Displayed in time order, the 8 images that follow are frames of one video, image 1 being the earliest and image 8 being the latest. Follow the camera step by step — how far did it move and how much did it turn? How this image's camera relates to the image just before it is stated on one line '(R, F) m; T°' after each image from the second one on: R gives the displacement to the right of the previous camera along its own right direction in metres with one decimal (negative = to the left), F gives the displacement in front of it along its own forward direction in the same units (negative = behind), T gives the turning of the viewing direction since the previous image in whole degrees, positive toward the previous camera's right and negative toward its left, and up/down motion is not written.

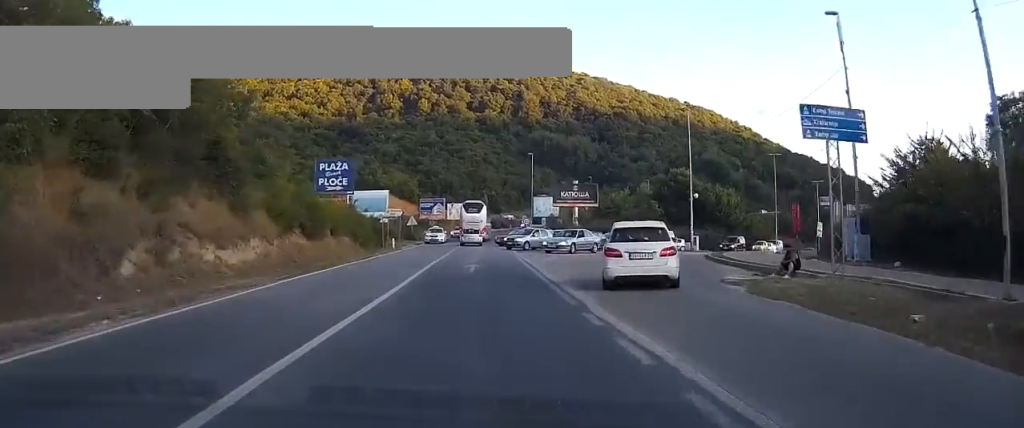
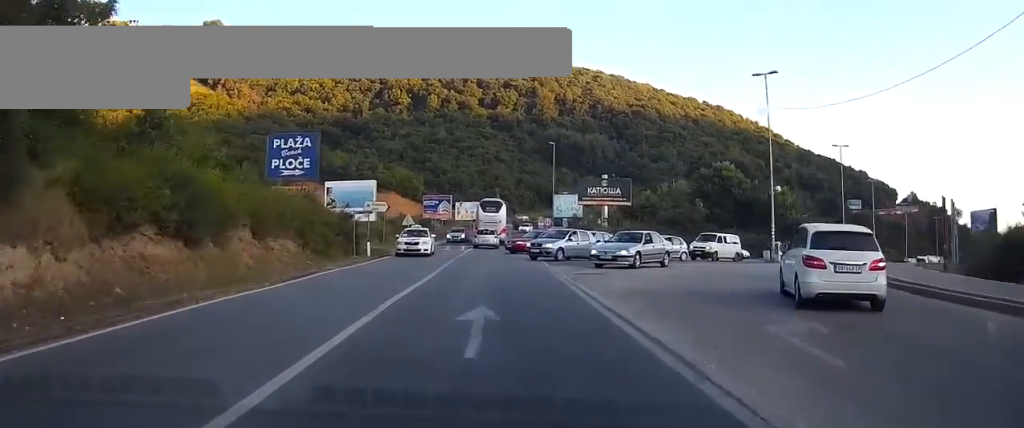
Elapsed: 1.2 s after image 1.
(0.0, +15.1) m; 0°
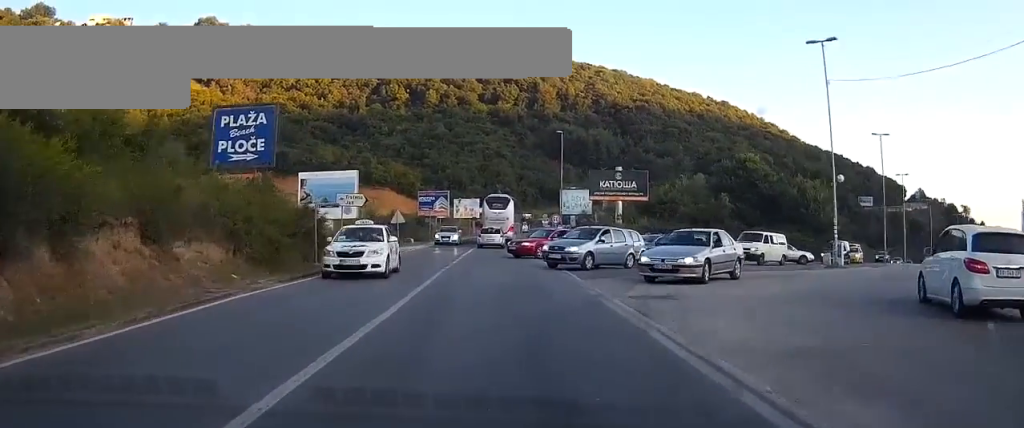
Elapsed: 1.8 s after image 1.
(0.0, +8.5) m; 0°
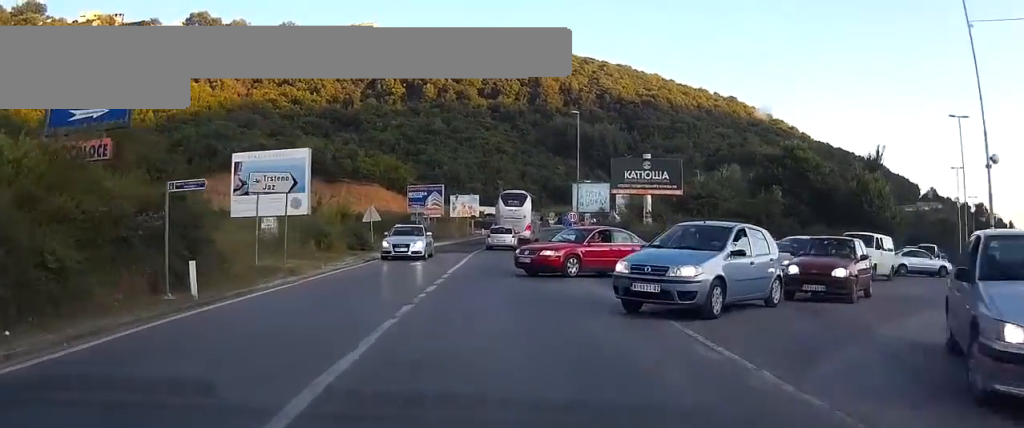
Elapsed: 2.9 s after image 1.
(-0.1, +13.3) m; 0°
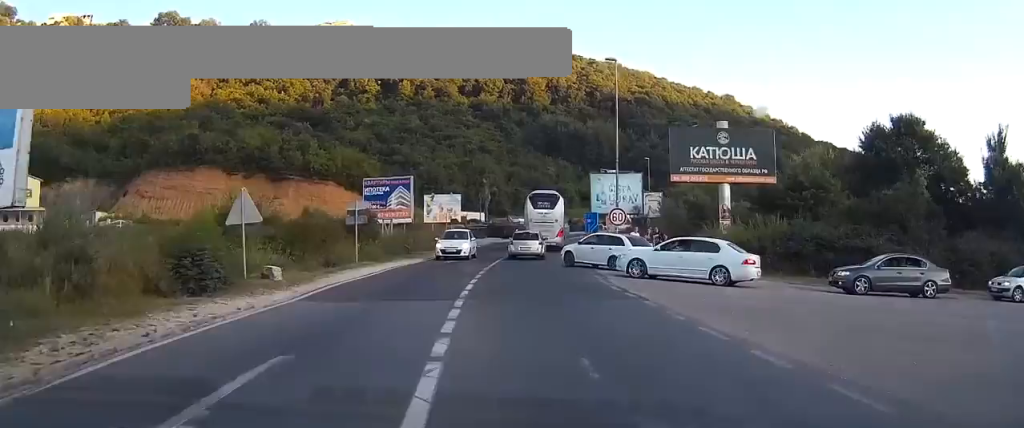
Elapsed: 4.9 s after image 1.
(+0.1, +22.3) m; +2°
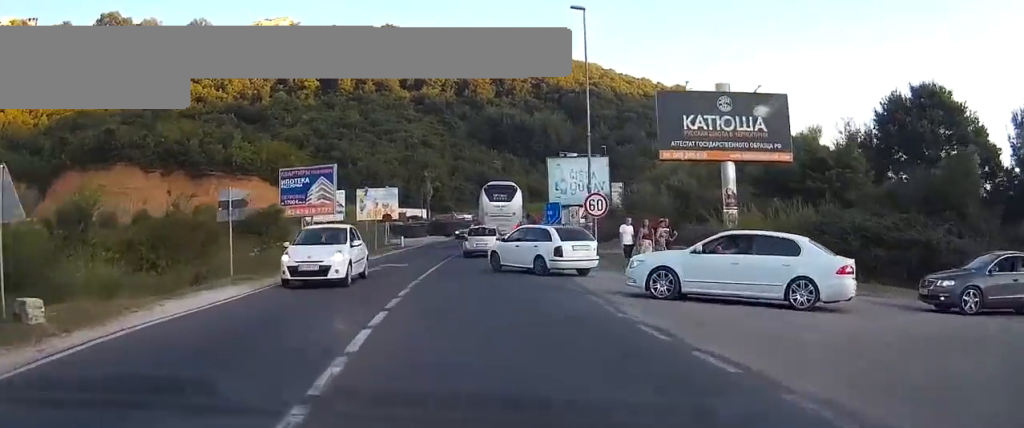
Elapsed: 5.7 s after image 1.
(+0.2, +9.0) m; +2°
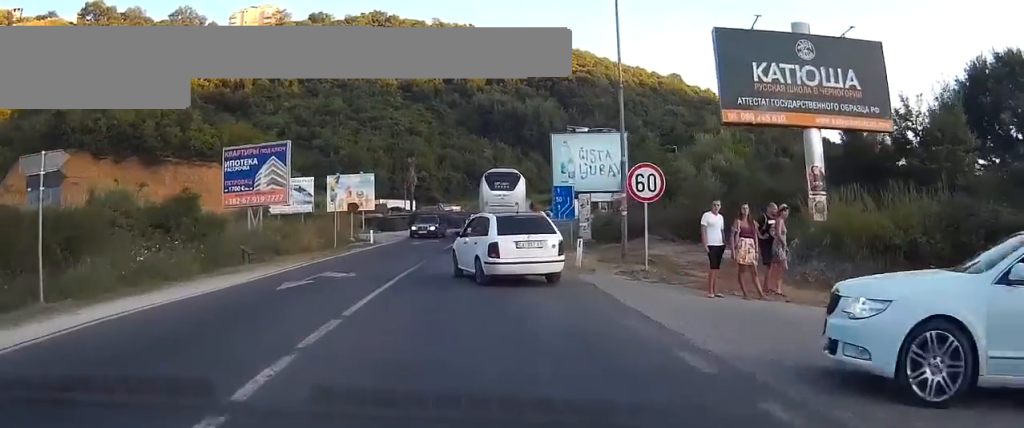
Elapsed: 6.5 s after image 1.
(+0.2, +9.5) m; +2°
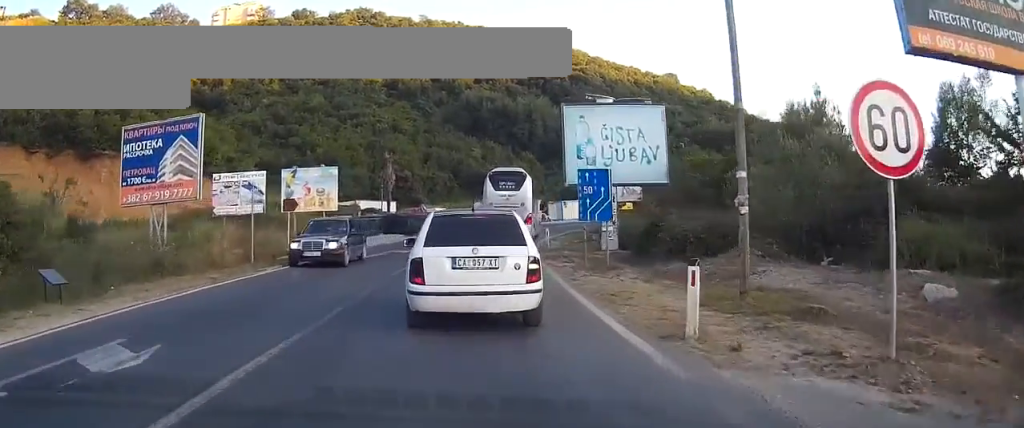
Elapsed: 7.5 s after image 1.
(+0.2, +11.2) m; +1°
